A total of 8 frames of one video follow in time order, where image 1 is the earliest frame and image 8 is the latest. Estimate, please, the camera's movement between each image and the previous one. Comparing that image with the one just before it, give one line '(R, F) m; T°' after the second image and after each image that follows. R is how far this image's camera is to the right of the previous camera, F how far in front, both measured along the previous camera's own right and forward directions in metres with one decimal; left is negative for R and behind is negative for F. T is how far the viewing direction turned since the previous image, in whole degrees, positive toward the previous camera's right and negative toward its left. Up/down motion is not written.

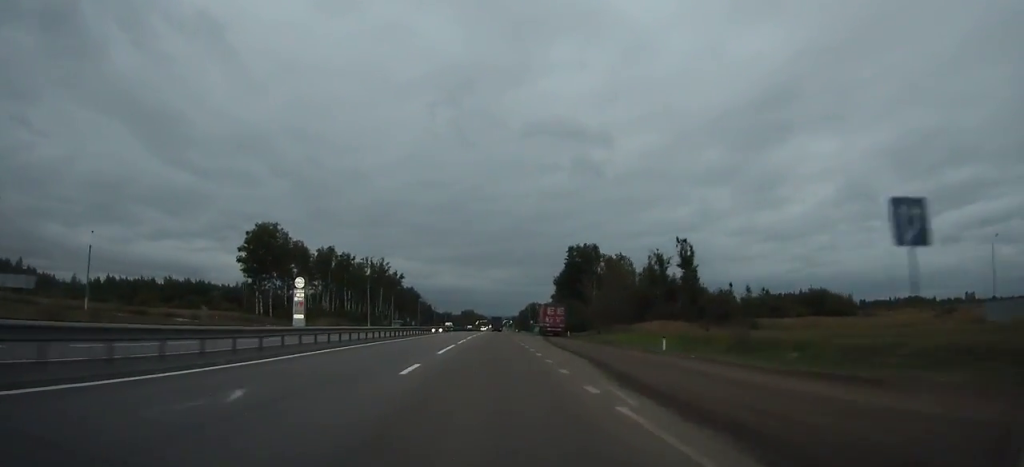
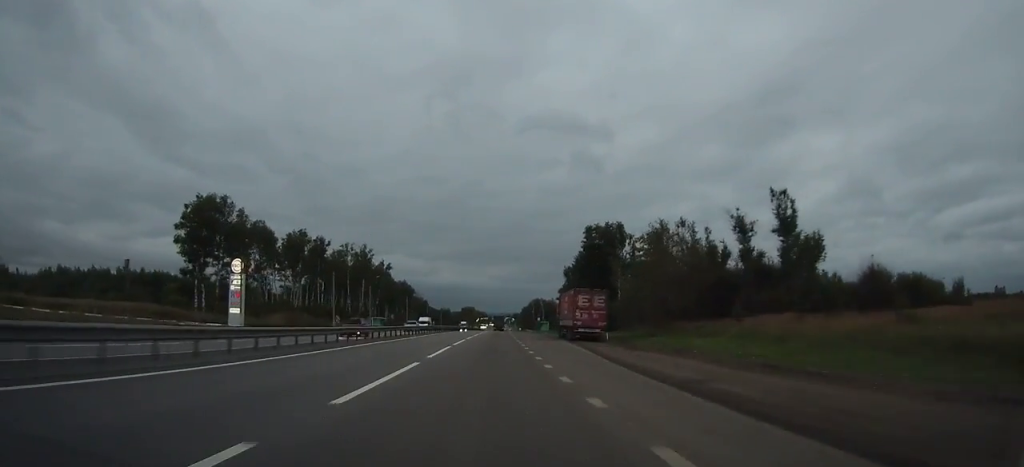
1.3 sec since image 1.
(+0.1, +26.1) m; 0°
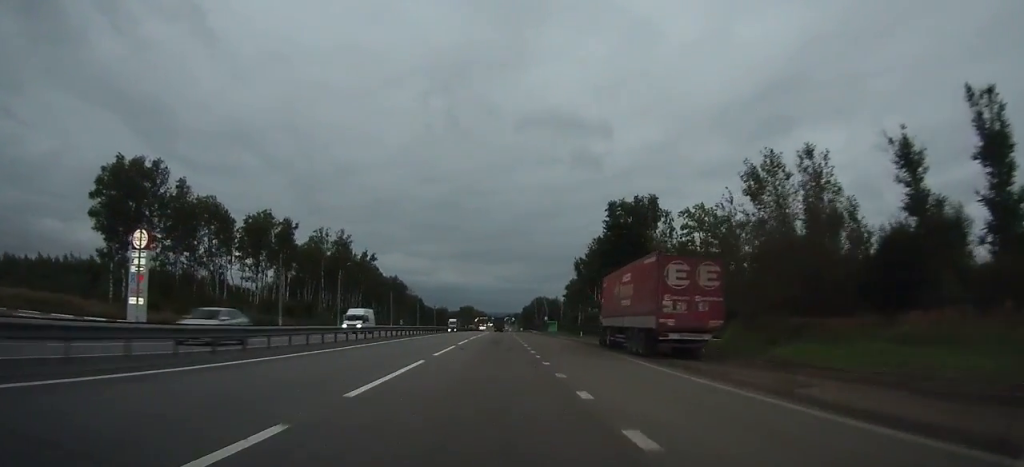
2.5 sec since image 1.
(0.0, +23.3) m; 0°
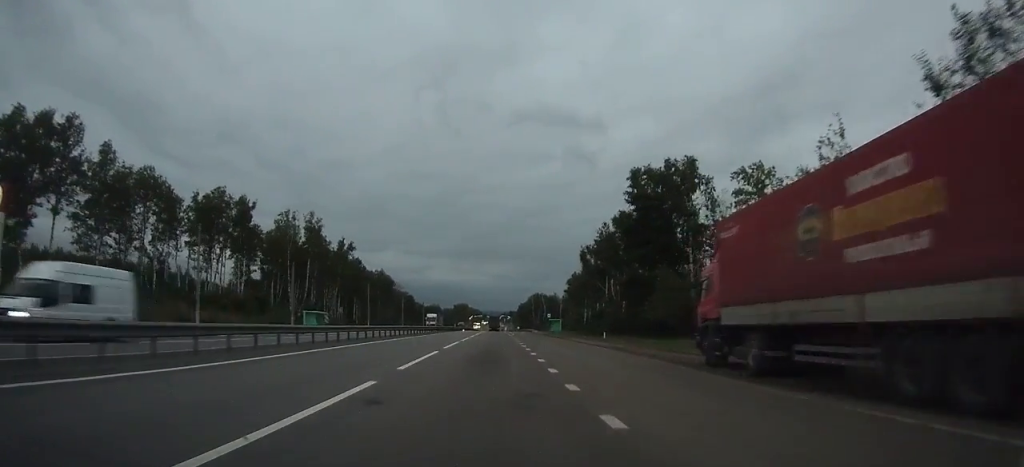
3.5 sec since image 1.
(+0.1, +19.0) m; 0°
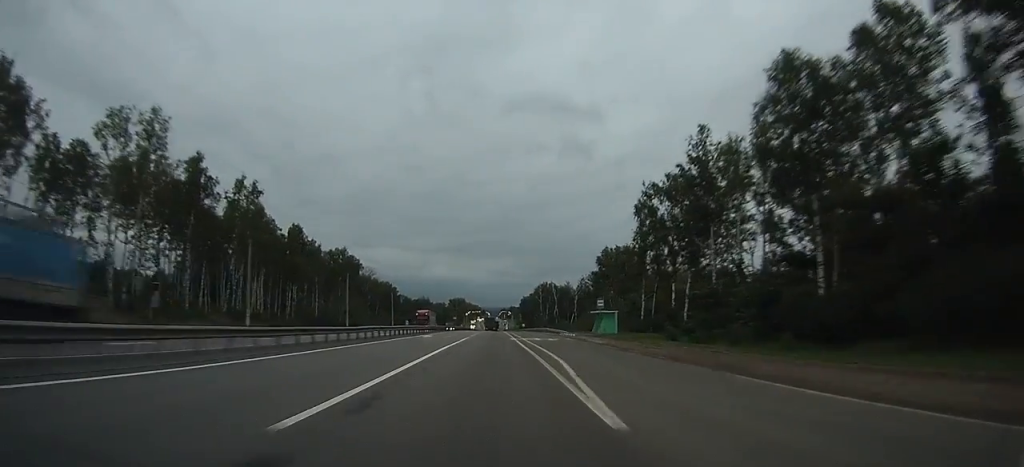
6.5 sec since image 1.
(+0.4, +56.5) m; 0°
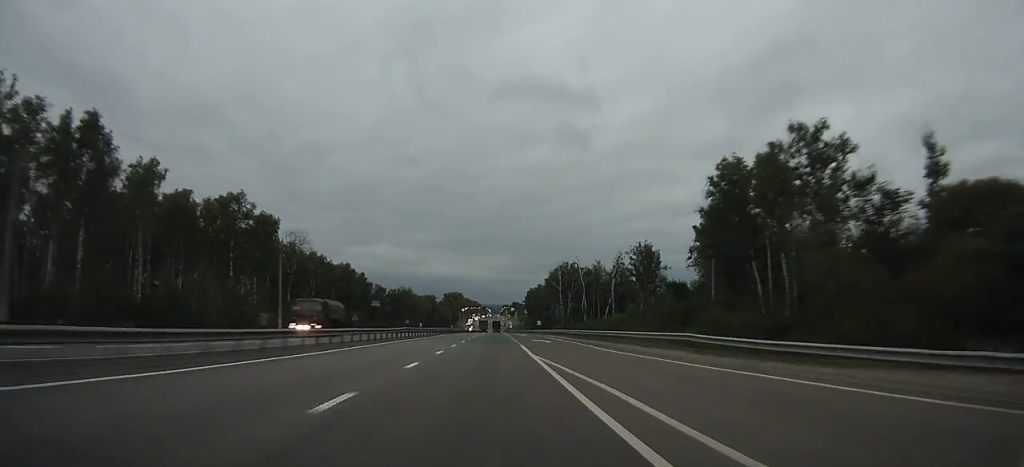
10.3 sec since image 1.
(-1.0, +70.9) m; -1°
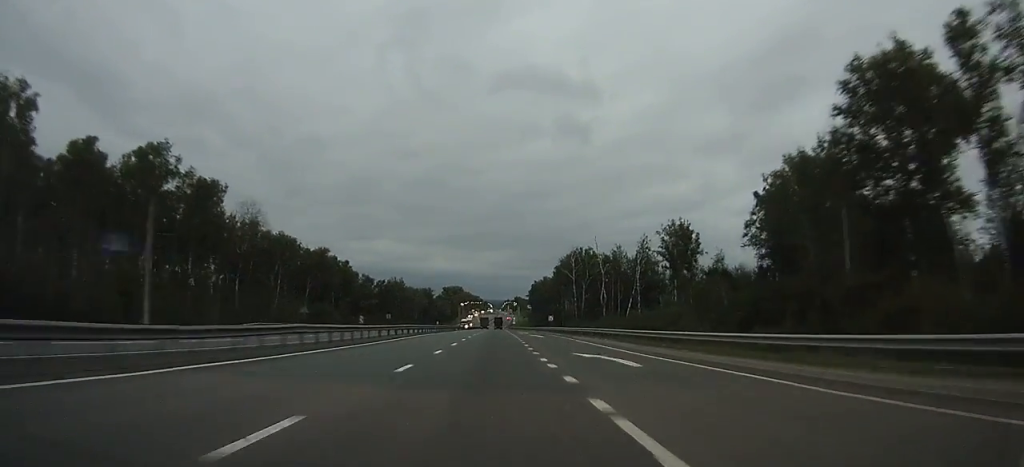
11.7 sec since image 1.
(0.0, +26.2) m; 0°
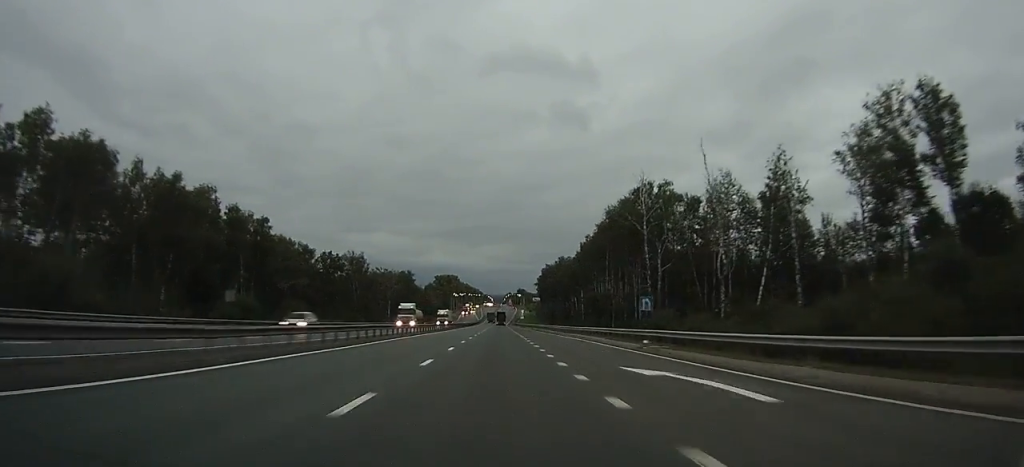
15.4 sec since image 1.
(-0.1, +69.3) m; 0°
